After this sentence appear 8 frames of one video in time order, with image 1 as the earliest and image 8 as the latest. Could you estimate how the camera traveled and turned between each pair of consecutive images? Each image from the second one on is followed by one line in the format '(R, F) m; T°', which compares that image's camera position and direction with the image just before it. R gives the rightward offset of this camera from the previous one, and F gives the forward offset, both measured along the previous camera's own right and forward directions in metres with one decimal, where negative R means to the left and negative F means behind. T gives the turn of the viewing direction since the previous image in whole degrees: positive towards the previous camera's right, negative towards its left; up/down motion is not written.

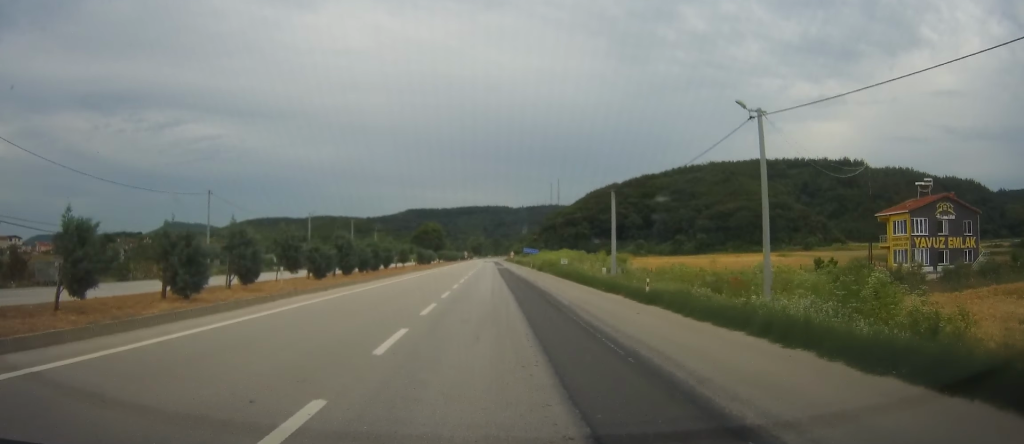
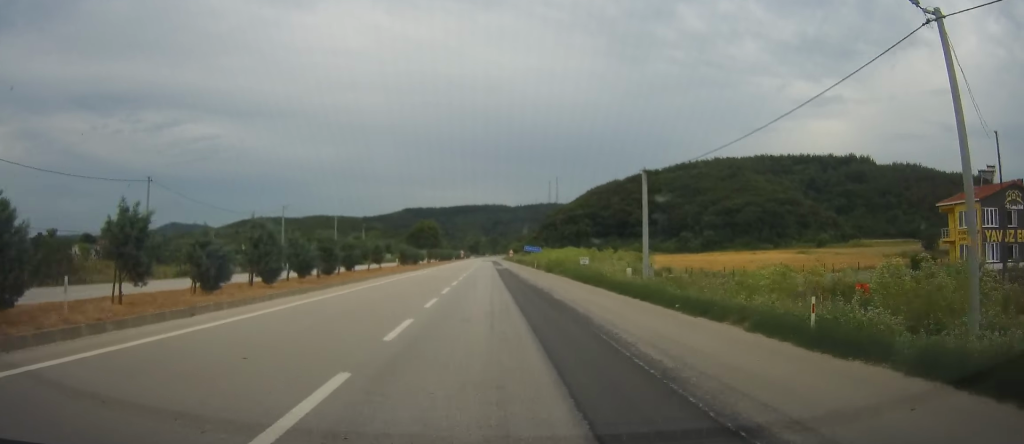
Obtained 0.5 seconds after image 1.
(0.0, +11.7) m; 0°
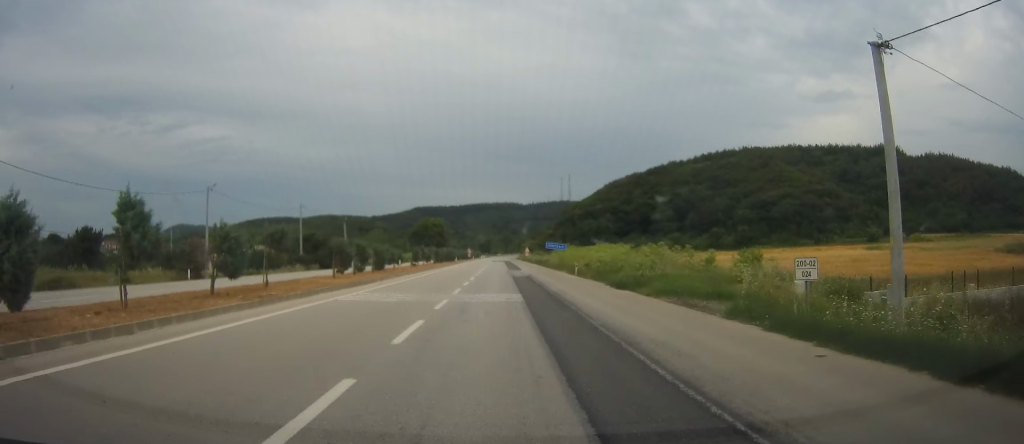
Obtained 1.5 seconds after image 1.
(+0.2, +26.2) m; 0°
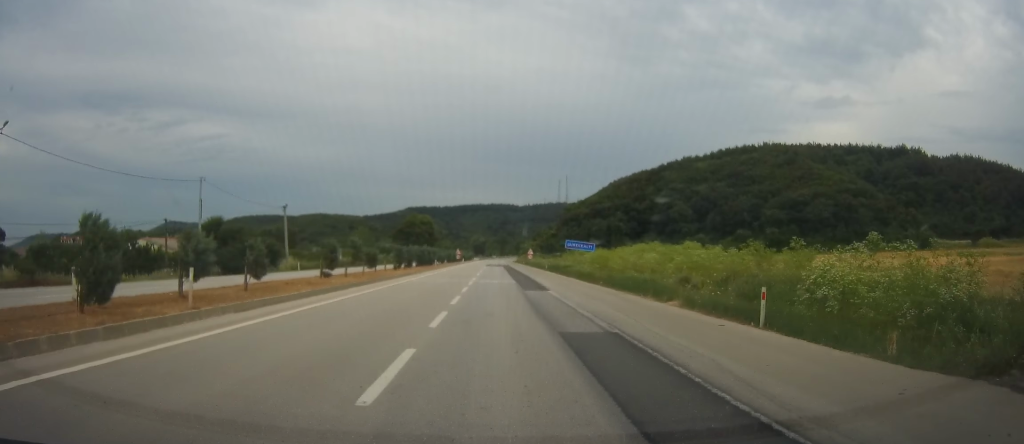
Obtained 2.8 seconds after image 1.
(-0.3, +31.1) m; -1°
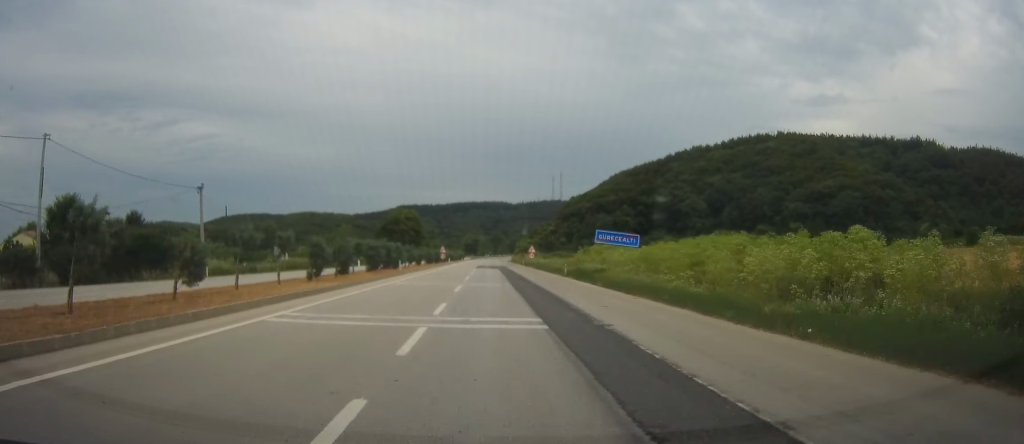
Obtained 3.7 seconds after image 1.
(-0.1, +23.0) m; 0°
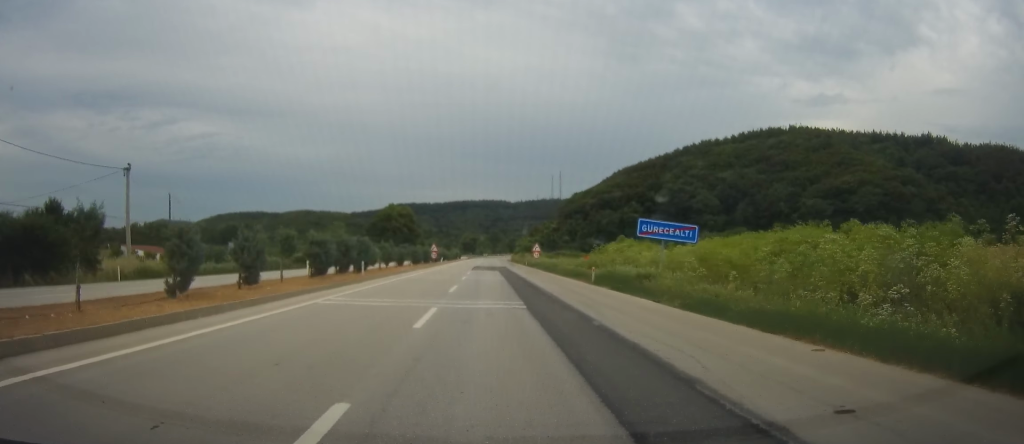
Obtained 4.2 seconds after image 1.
(-0.1, +13.1) m; +1°
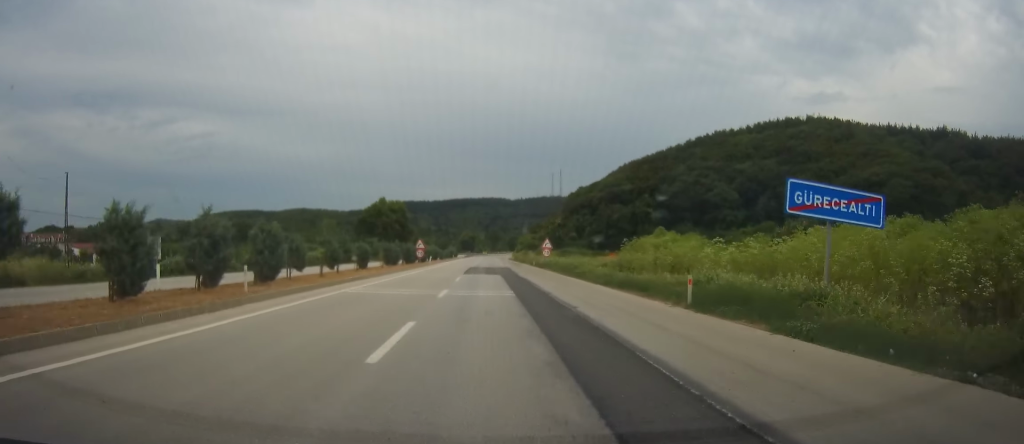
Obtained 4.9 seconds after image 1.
(+0.4, +16.5) m; 0°
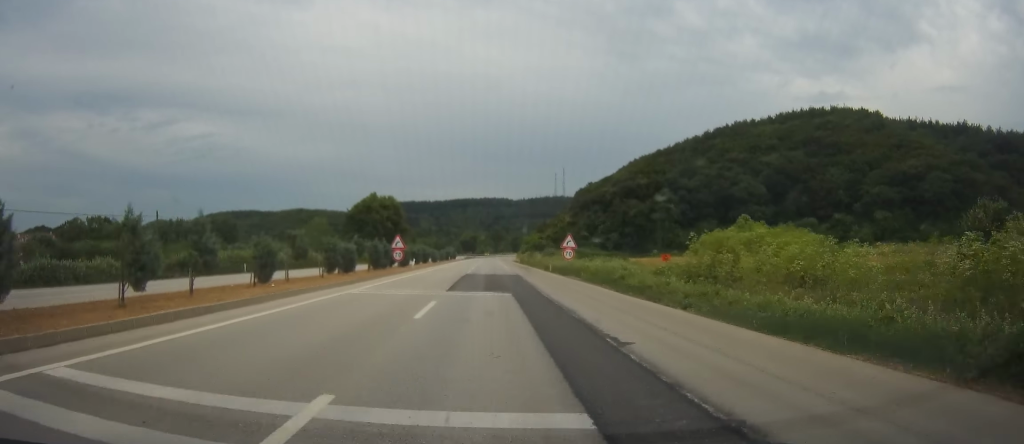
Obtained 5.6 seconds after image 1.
(-0.1, +18.1) m; -1°
